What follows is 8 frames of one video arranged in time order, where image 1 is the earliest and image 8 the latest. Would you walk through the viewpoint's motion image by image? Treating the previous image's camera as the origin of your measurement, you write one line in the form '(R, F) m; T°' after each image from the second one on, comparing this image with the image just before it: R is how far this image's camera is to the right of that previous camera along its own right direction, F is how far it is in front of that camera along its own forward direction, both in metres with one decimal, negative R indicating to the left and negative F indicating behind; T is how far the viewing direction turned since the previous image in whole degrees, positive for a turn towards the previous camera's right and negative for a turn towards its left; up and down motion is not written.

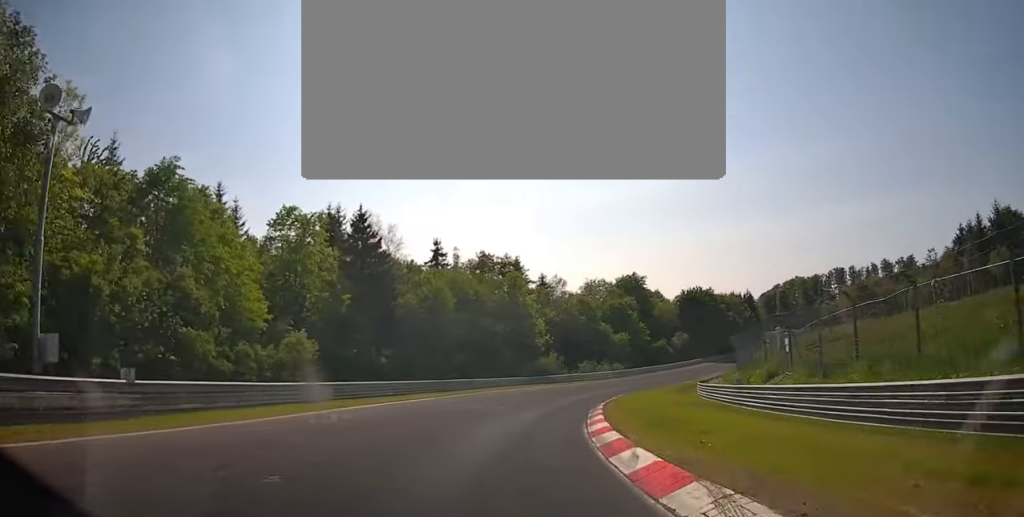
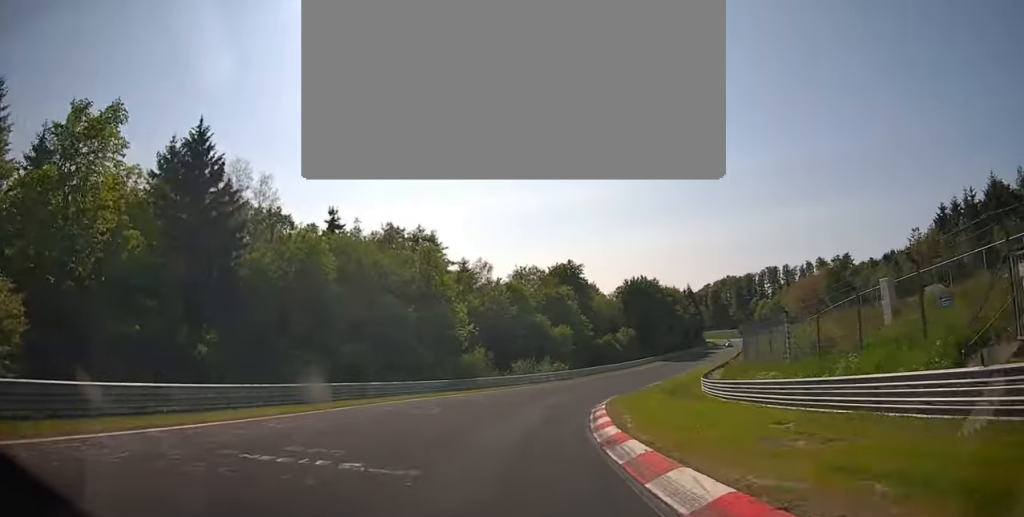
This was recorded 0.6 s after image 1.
(+0.2, +17.4) m; +7°
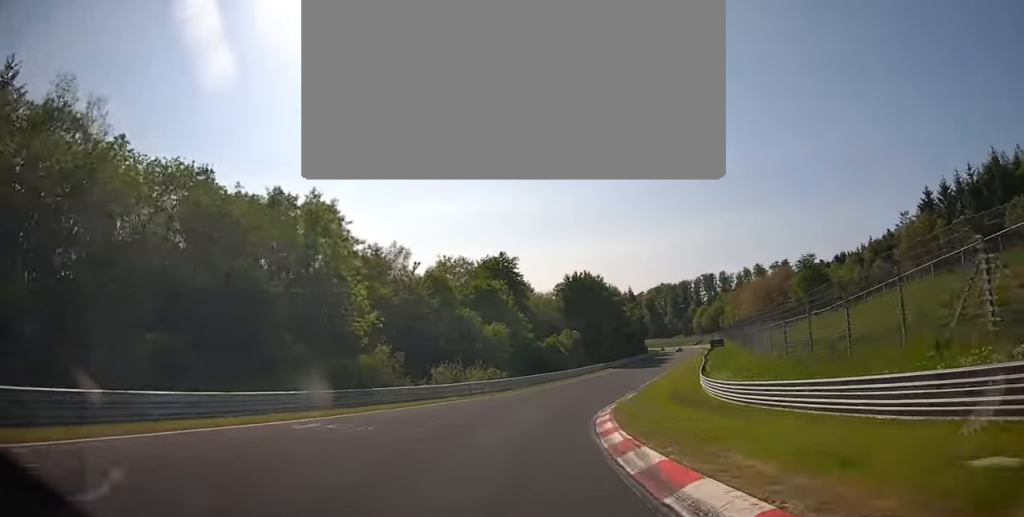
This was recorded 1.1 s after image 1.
(+1.8, +15.7) m; +7°
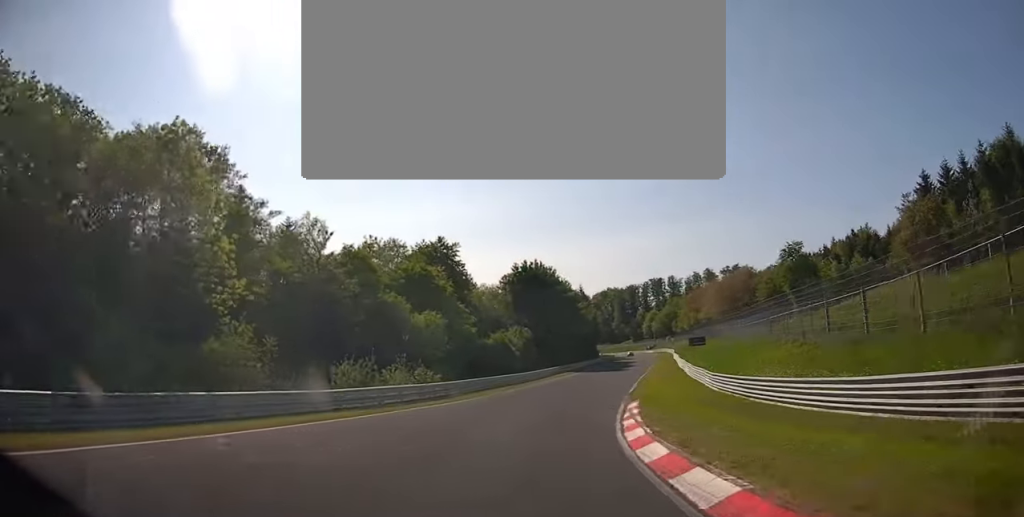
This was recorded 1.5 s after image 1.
(+0.1, +13.3) m; +6°
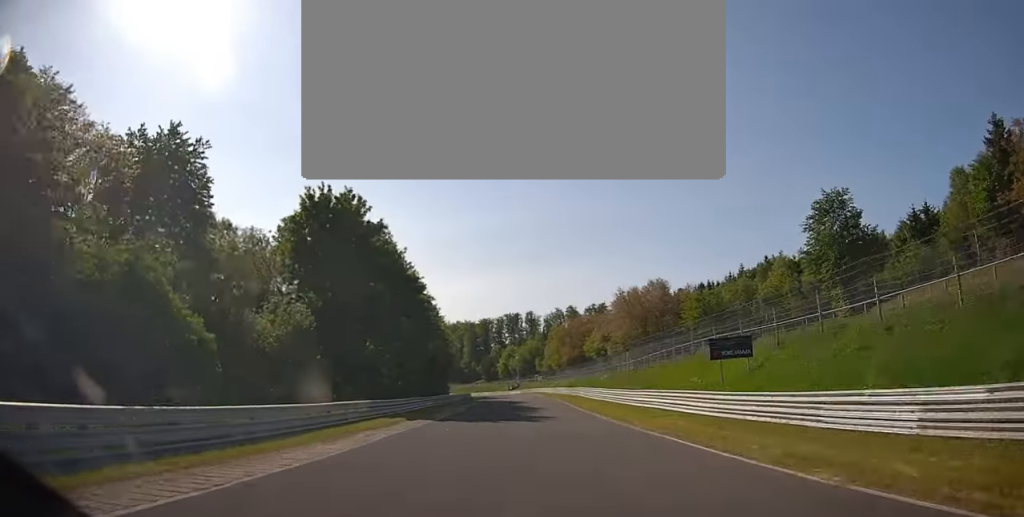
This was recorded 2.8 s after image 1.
(+5.6, +42.8) m; +11°
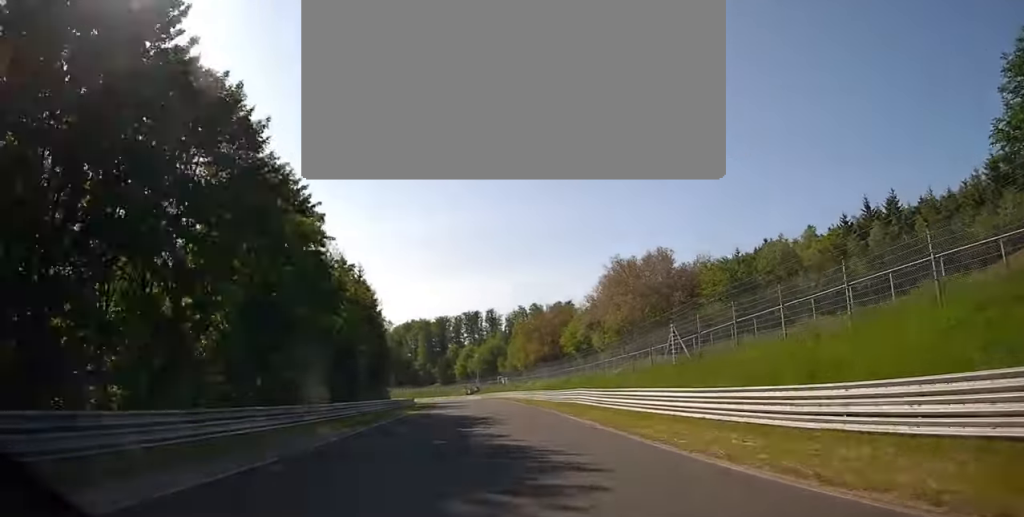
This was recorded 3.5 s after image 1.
(+1.4, +26.3) m; +3°
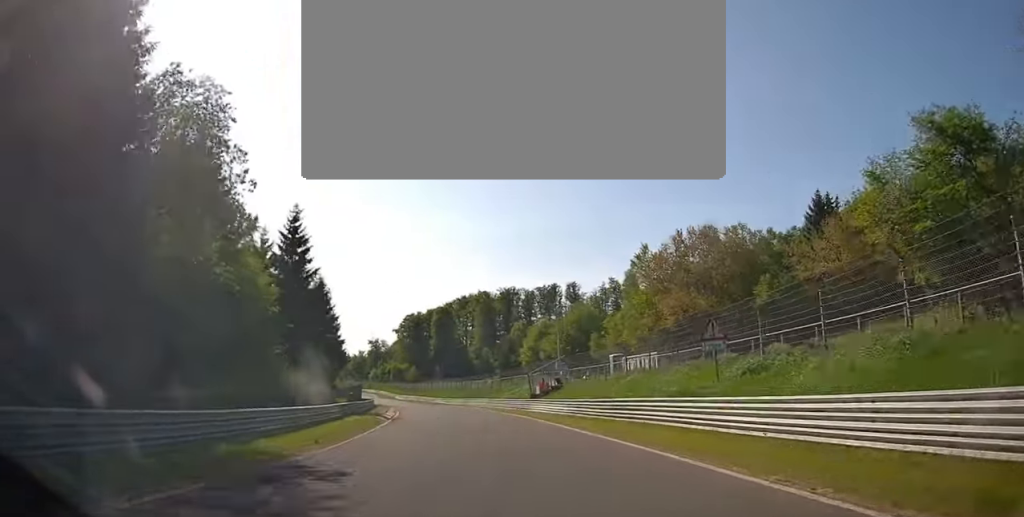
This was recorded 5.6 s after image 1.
(-3.2, +74.6) m; -8°
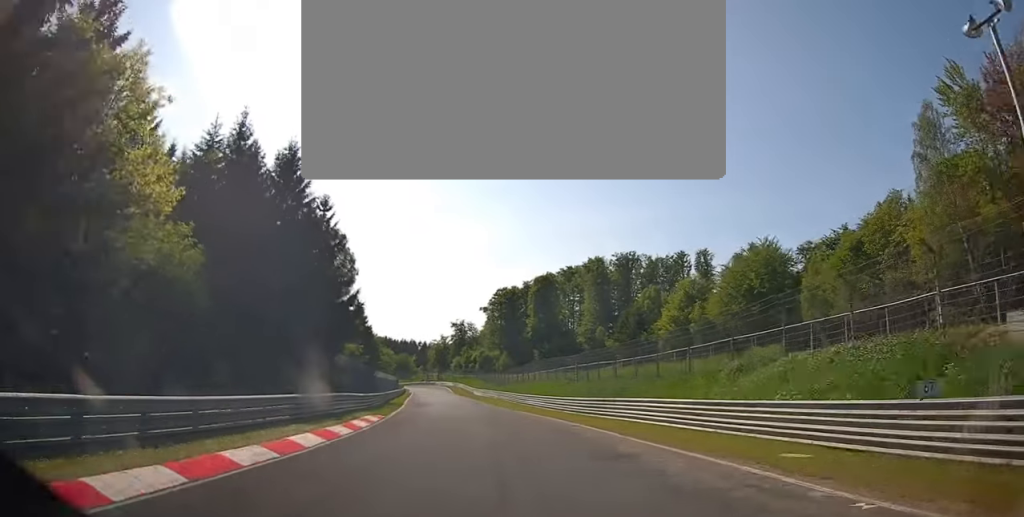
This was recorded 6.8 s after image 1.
(-3.9, +46.6) m; -9°
